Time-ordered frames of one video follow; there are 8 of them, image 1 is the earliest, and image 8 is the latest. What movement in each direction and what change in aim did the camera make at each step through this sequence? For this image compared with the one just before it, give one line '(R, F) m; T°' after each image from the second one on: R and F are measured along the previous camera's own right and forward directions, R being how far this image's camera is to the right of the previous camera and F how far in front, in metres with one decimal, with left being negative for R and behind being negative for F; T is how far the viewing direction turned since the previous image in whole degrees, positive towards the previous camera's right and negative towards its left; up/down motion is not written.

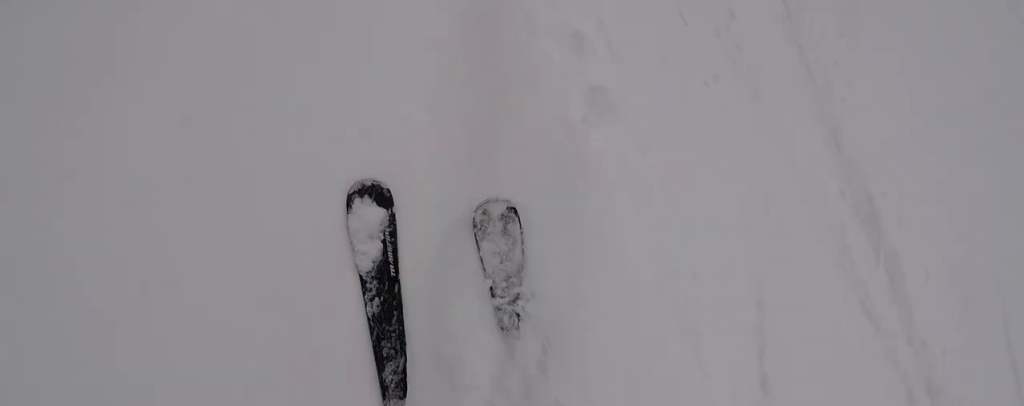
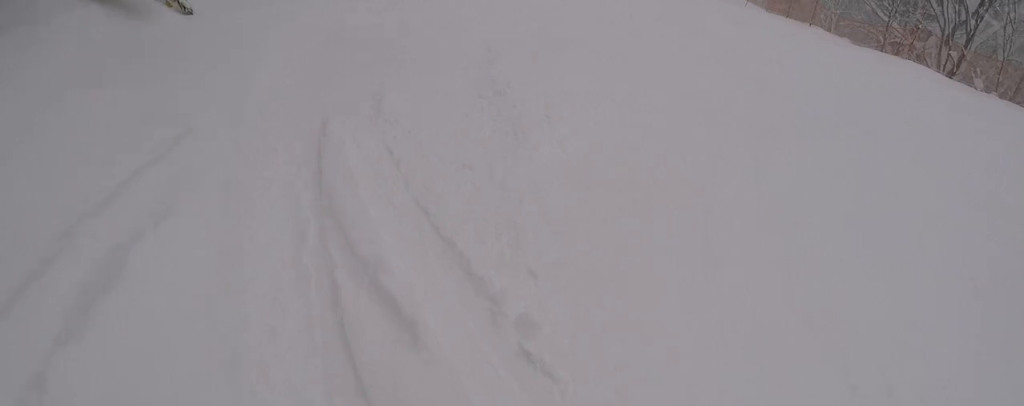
(+1.0, +3.0) m; +17°
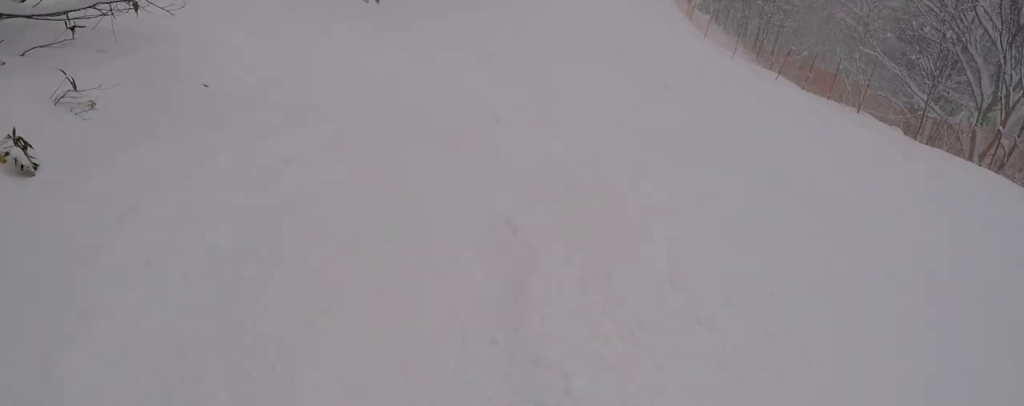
(0.0, +2.8) m; -7°
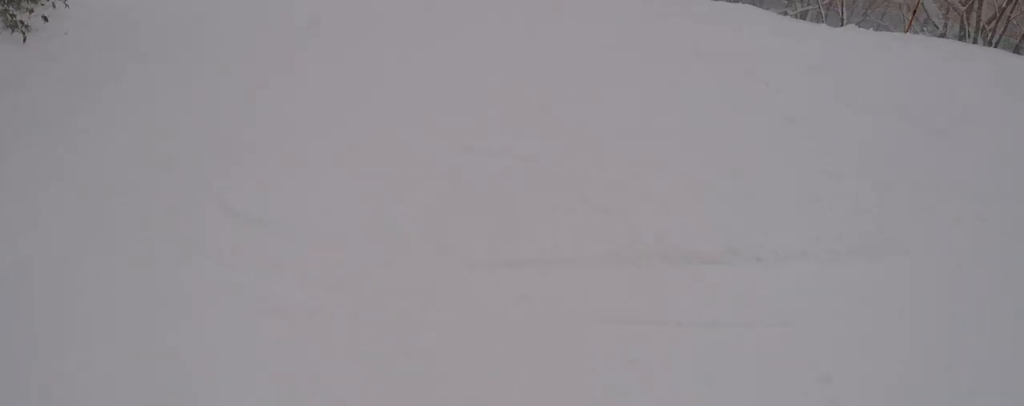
(+3.4, +12.1) m; +38°
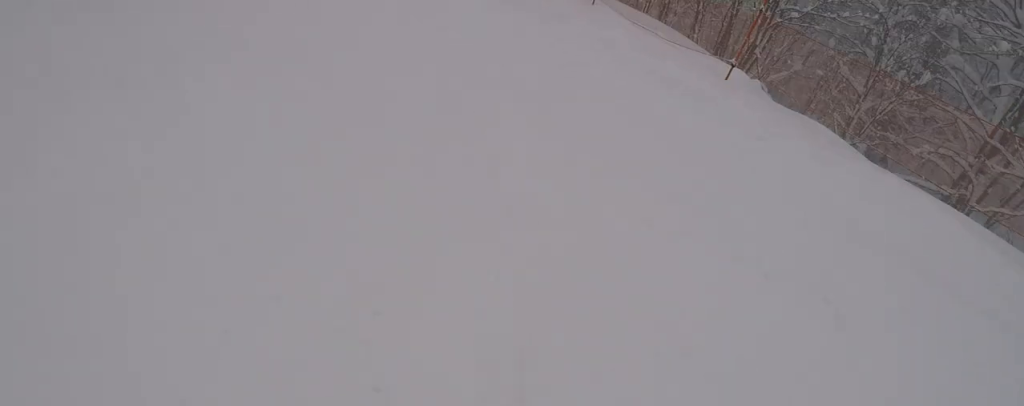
(+0.3, +6.5) m; -3°
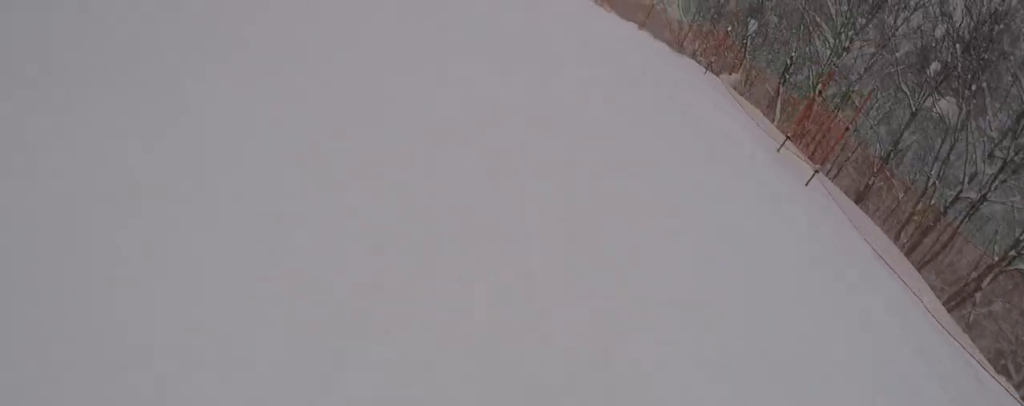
(+0.1, +3.4) m; -6°
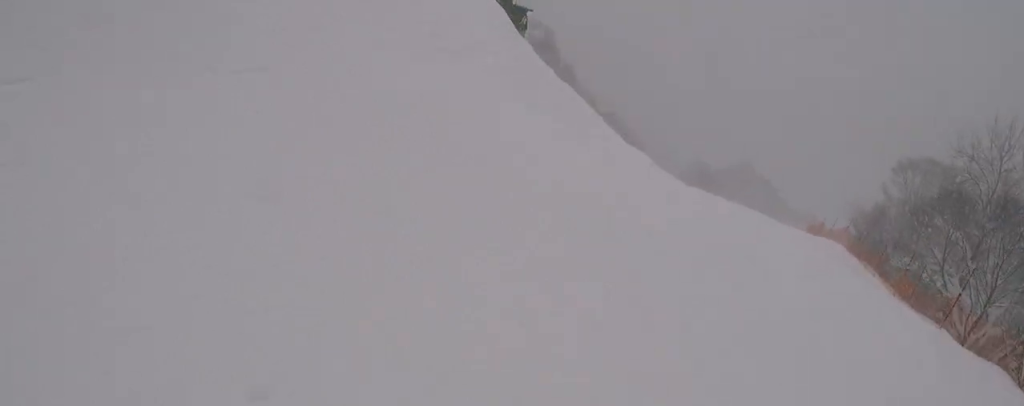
(-1.0, +6.9) m; -19°
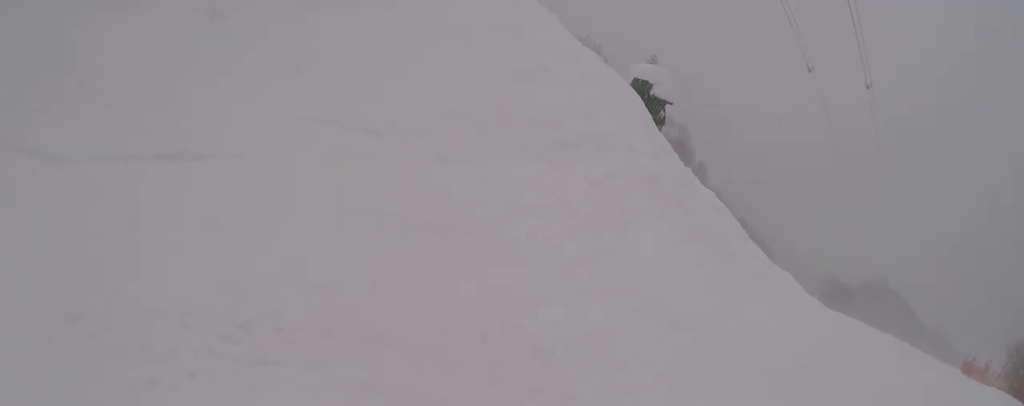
(-0.3, +3.1) m; -9°
